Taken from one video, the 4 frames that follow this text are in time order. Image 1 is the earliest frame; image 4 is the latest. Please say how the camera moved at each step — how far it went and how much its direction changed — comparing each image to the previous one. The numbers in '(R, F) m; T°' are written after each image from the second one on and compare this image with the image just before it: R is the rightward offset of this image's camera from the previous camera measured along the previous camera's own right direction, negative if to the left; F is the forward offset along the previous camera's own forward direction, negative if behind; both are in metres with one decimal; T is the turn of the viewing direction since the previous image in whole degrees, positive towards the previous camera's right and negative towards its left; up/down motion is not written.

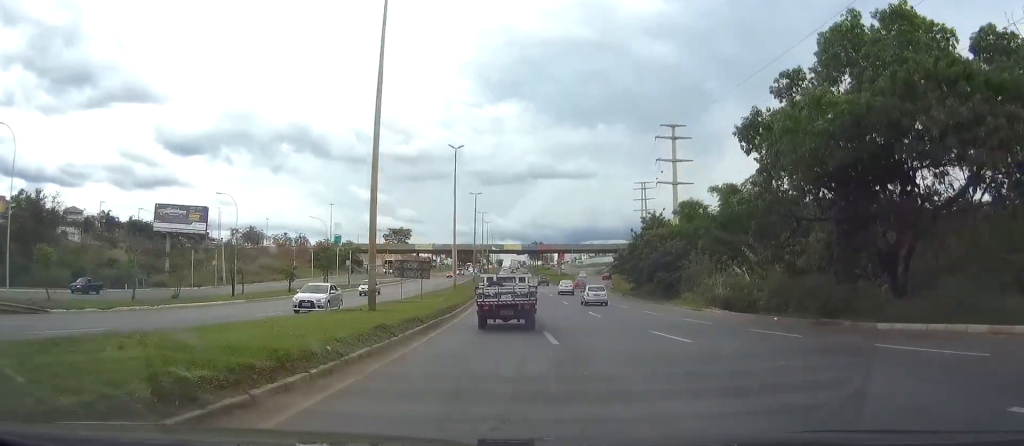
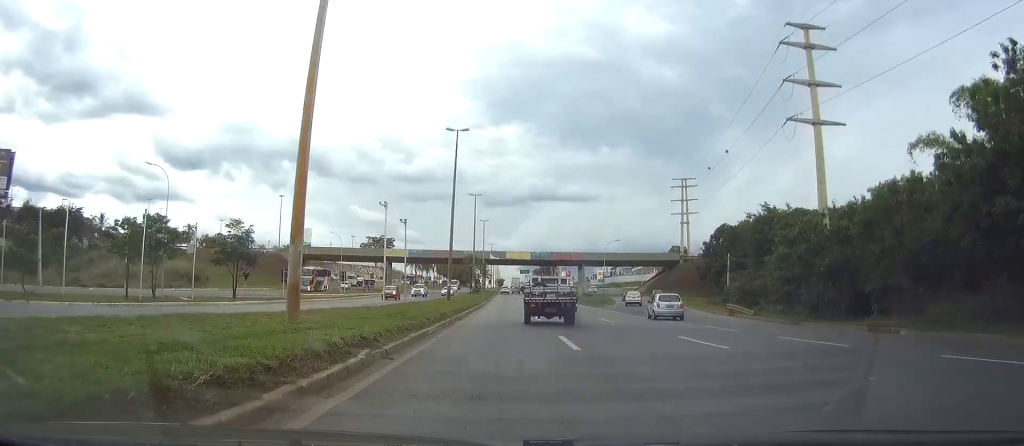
(0.0, +52.0) m; 0°
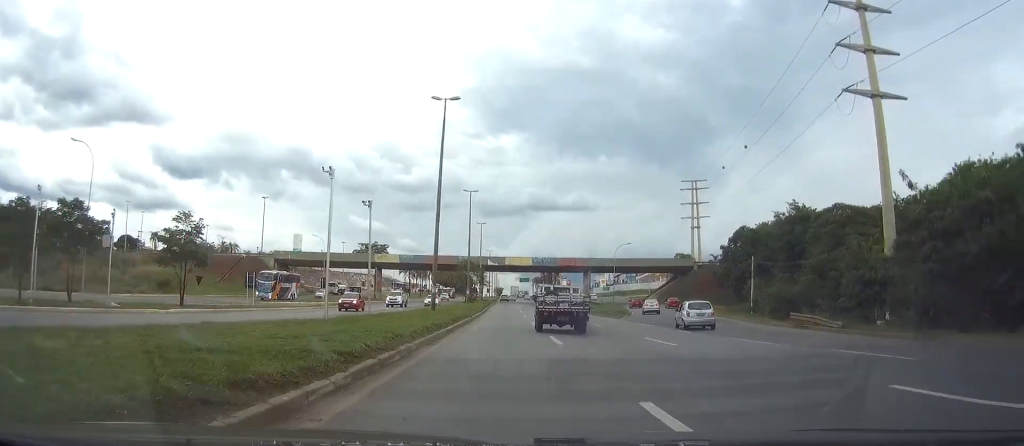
(0.0, +11.7) m; 0°
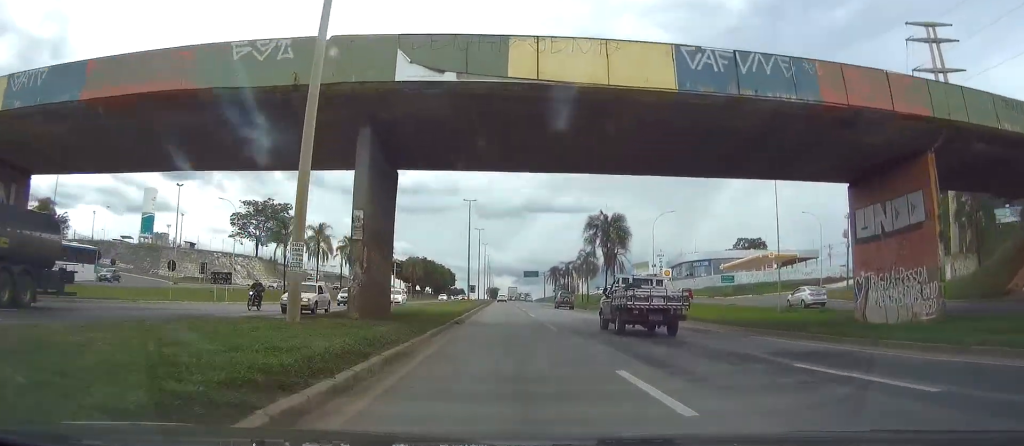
(0.0, +110.7) m; 0°
